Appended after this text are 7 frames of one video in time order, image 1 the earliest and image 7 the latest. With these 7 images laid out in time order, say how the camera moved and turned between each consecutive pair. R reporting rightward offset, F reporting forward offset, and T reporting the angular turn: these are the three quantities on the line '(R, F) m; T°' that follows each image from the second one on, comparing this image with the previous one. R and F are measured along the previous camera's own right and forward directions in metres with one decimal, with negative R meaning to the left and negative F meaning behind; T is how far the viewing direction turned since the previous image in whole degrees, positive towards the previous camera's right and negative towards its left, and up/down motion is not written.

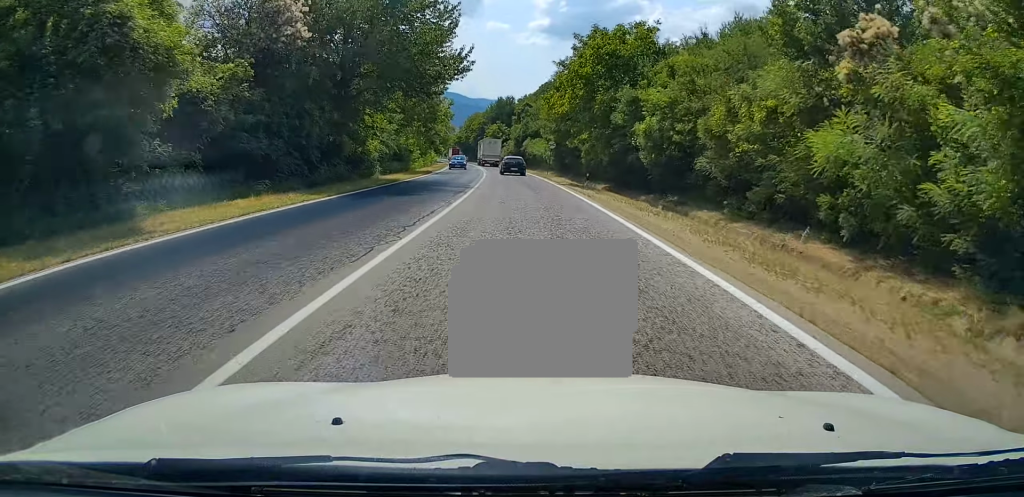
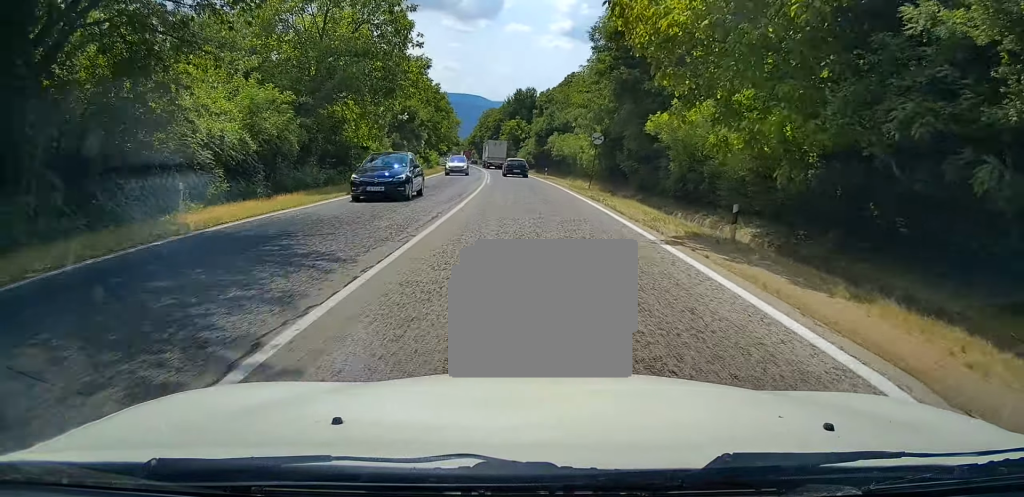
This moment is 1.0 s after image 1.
(-0.6, +23.2) m; -2°
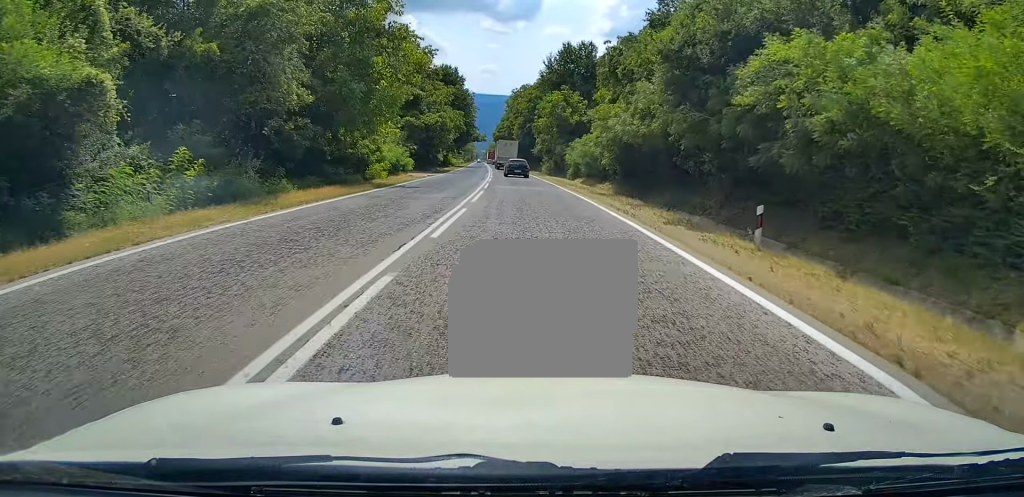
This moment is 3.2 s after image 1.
(-1.4, +51.1) m; -3°
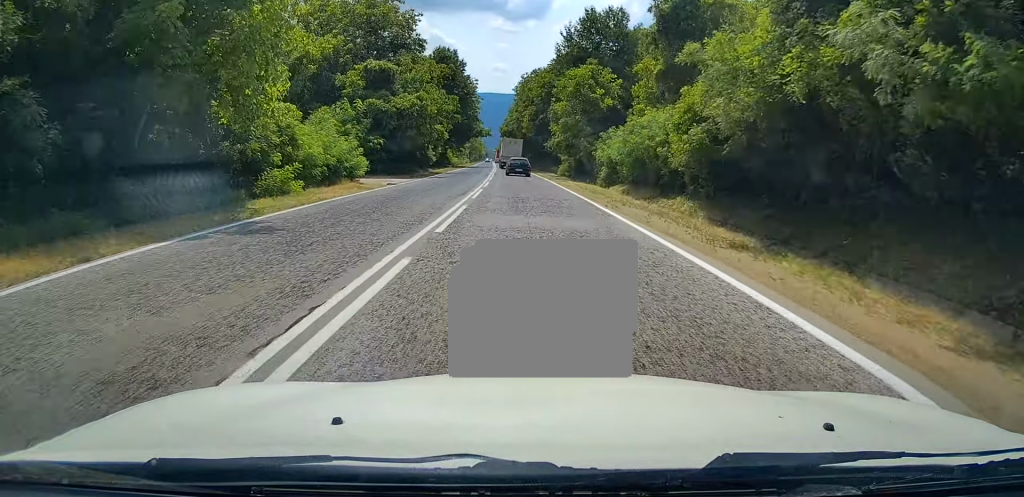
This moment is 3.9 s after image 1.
(-0.2, +17.1) m; -1°
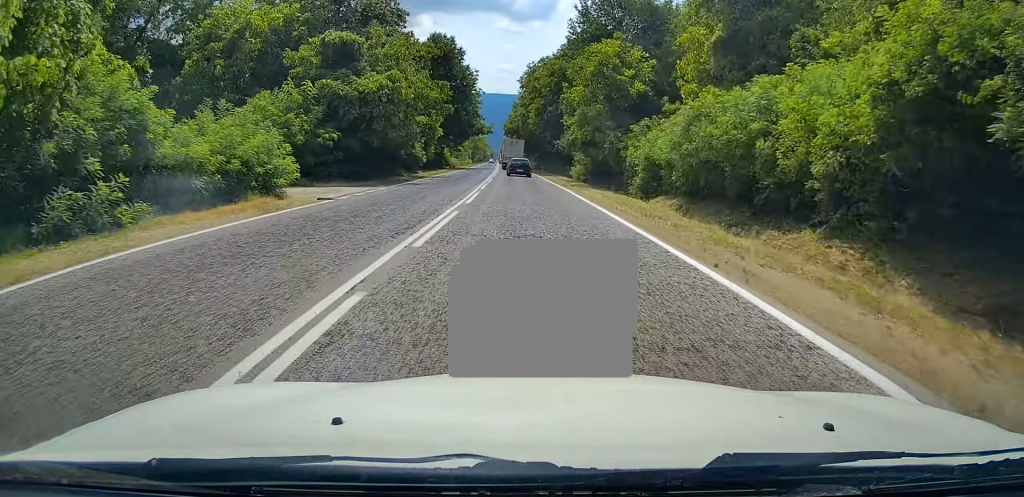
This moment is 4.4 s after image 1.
(0.0, +10.9) m; -1°
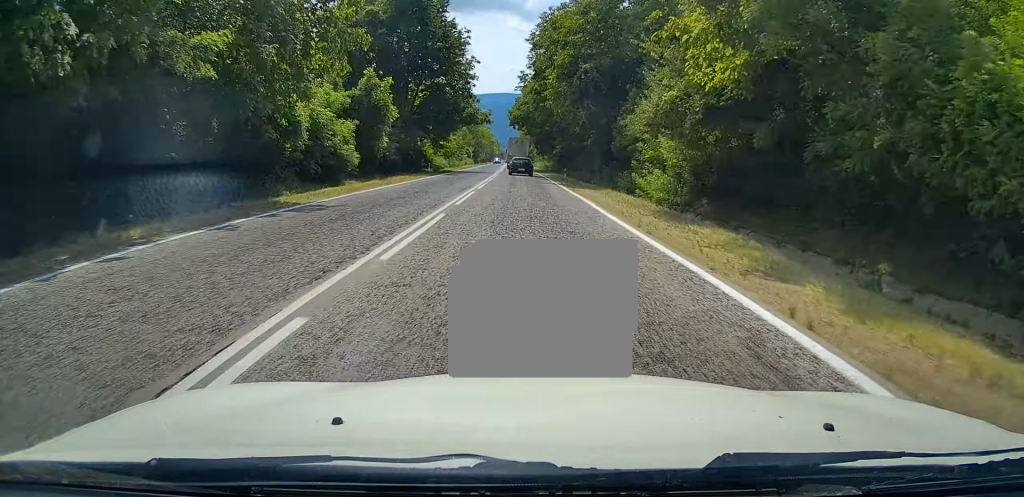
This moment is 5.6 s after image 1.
(-0.4, +28.2) m; -1°
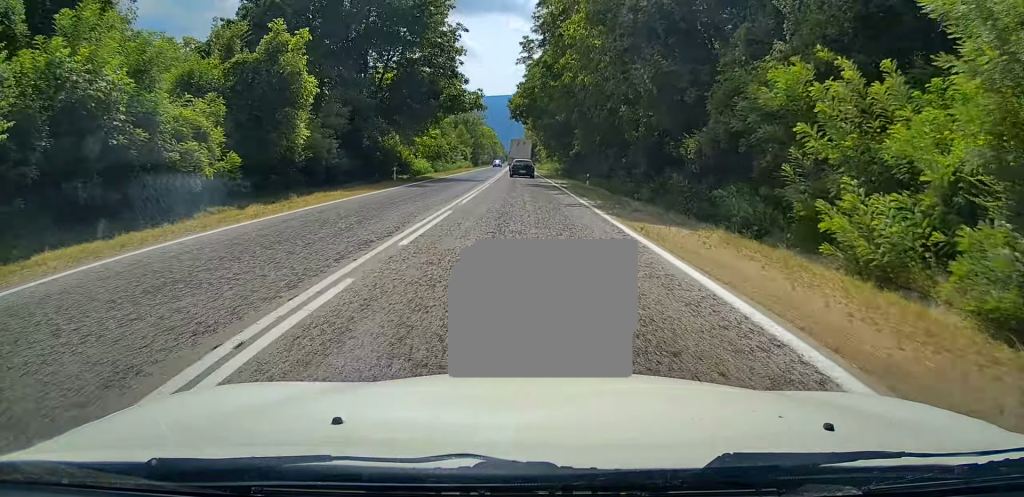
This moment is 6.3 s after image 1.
(-0.1, +16.4) m; 0°
